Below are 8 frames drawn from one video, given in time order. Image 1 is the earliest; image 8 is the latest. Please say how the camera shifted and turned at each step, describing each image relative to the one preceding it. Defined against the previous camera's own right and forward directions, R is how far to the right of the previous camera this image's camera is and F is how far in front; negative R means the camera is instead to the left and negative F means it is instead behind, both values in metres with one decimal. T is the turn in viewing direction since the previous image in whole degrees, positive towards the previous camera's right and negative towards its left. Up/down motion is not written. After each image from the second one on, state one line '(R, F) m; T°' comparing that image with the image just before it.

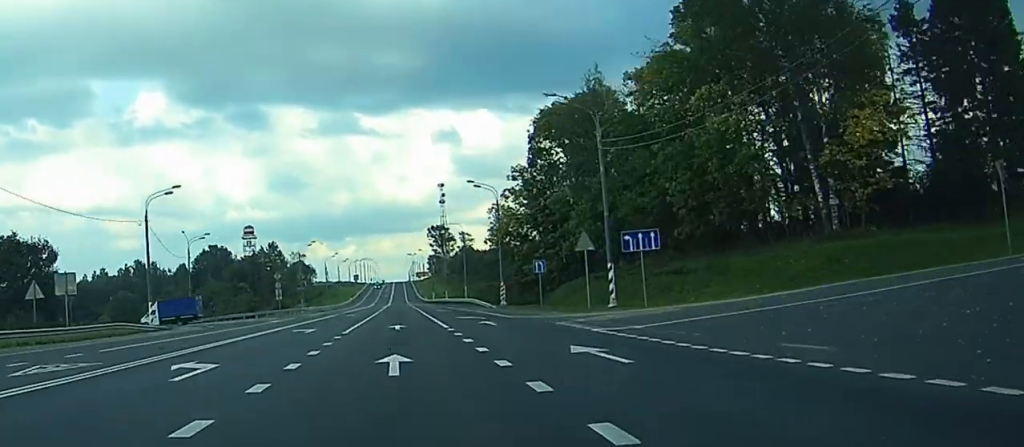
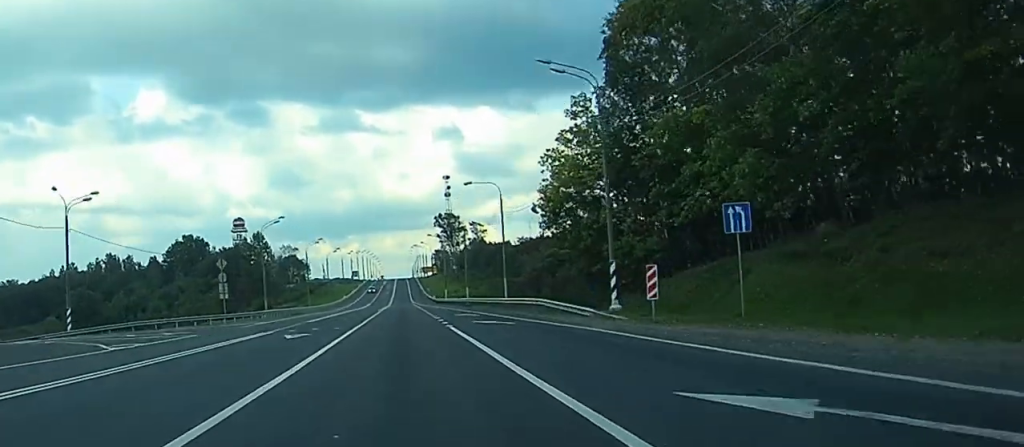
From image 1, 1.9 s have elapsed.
(+0.1, +39.1) m; 0°
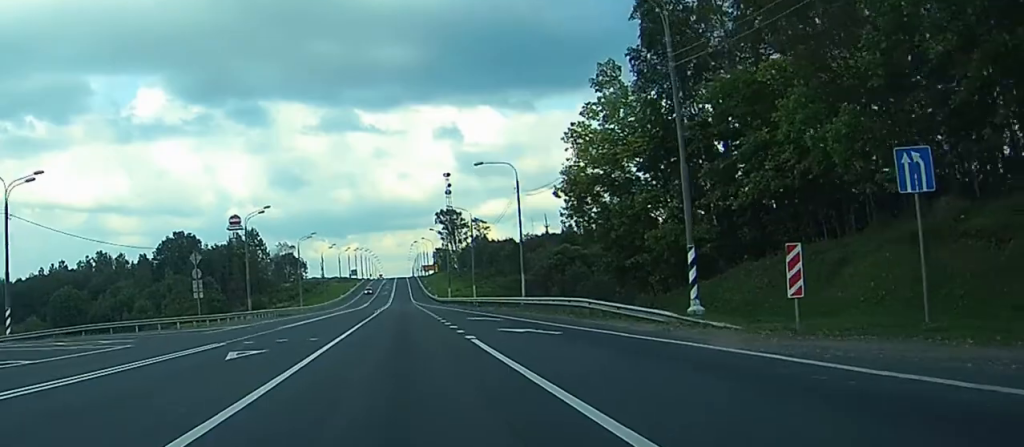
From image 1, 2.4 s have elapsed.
(-0.1, +10.3) m; 0°
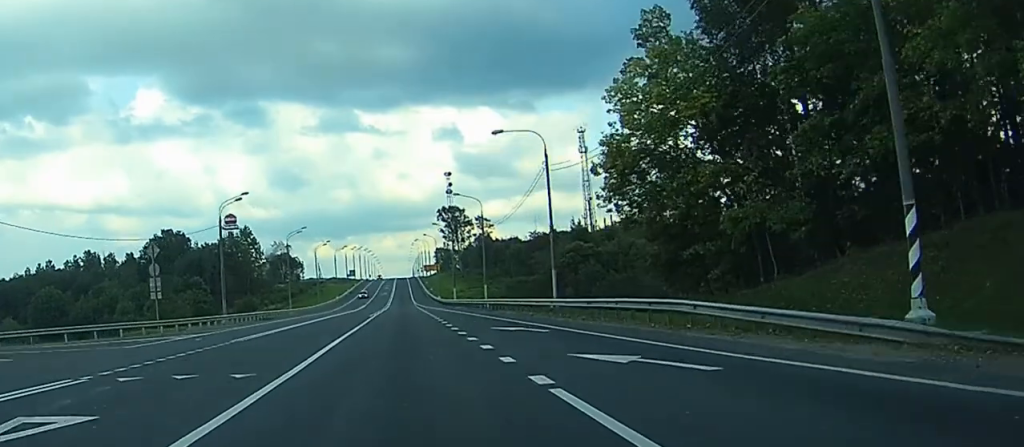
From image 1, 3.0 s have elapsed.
(0.0, +12.4) m; 0°
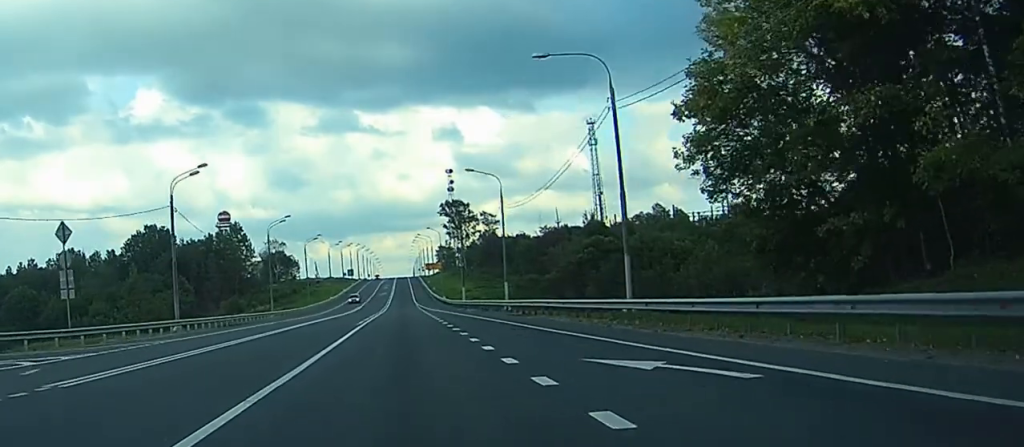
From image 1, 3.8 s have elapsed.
(-0.1, +16.0) m; +2°
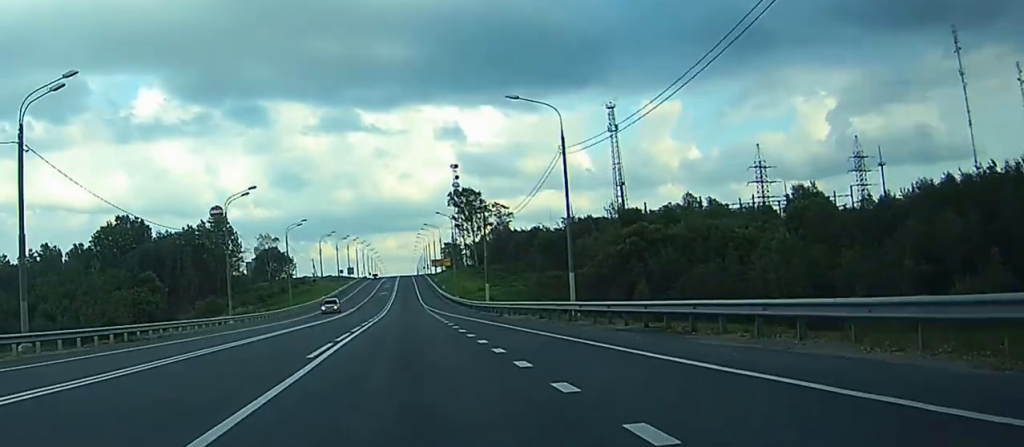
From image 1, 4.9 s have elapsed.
(+0.9, +24.5) m; -3°
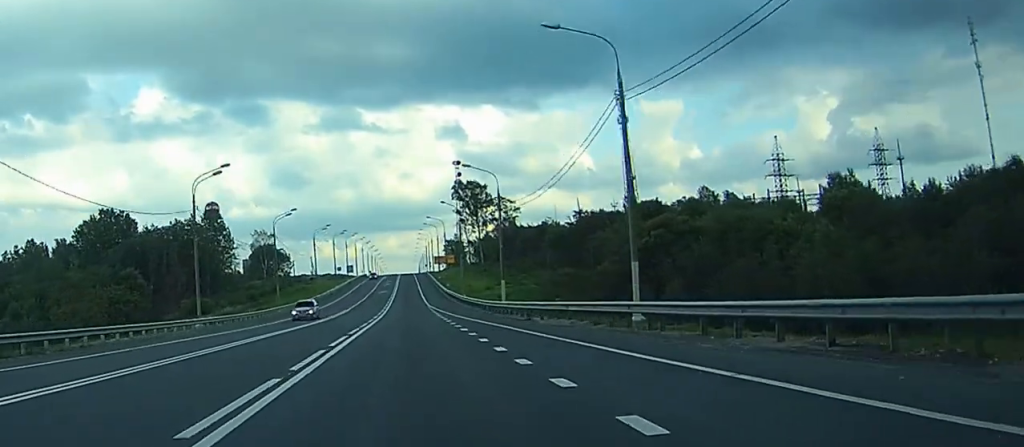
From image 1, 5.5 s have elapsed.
(-1.2, +11.3) m; -2°
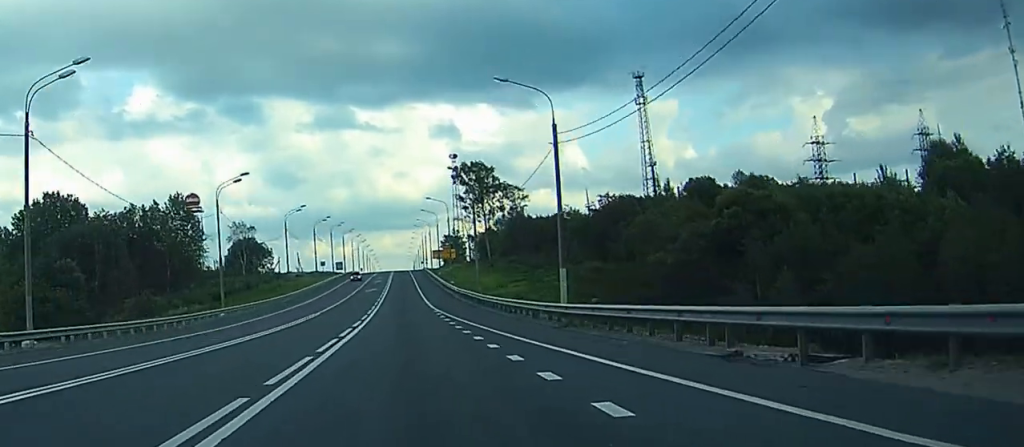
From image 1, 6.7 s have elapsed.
(-0.1, +26.4) m; +1°
